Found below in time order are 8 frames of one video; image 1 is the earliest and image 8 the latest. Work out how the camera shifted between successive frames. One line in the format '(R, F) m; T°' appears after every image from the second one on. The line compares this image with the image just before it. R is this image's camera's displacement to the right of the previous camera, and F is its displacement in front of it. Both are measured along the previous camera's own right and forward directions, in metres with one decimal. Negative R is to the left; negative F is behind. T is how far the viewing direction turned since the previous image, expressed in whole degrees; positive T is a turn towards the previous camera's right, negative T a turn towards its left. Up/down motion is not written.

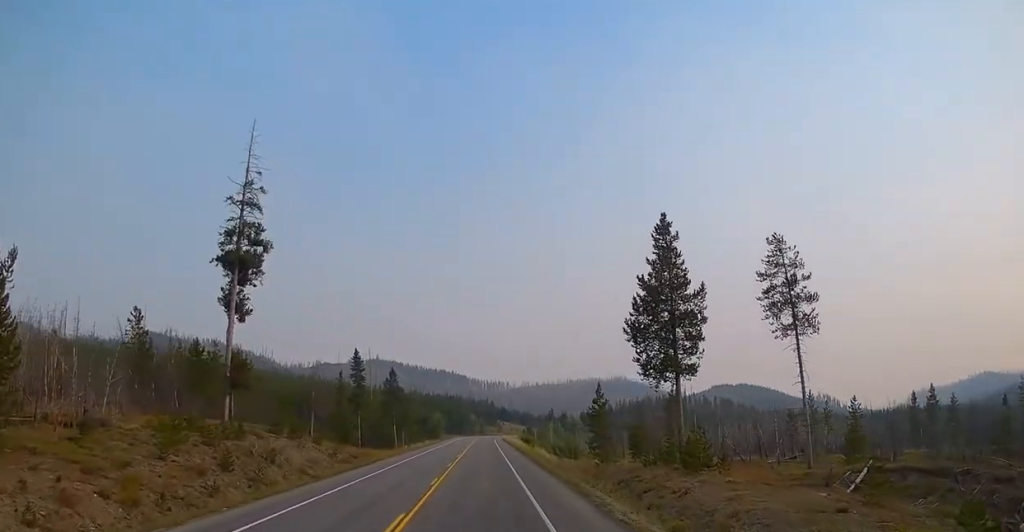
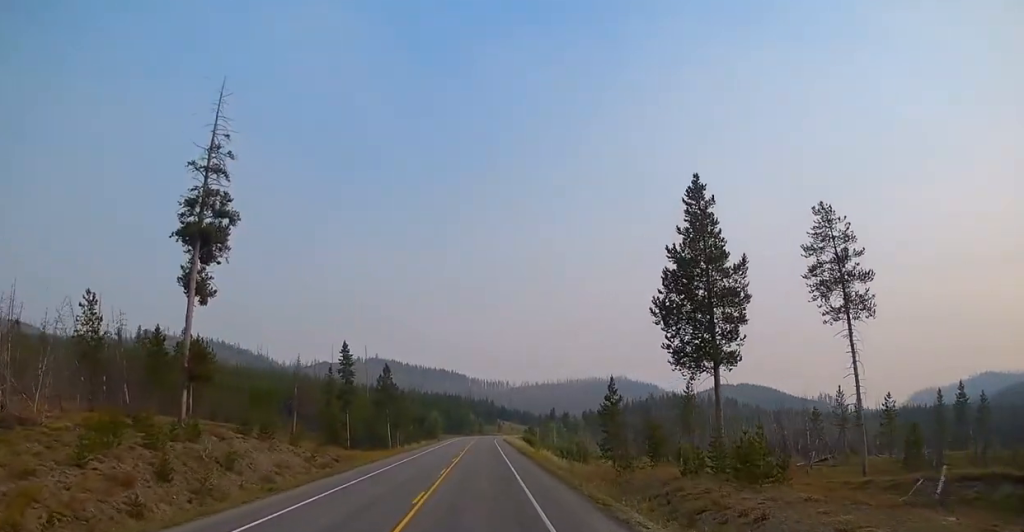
(0.0, +6.4) m; 0°
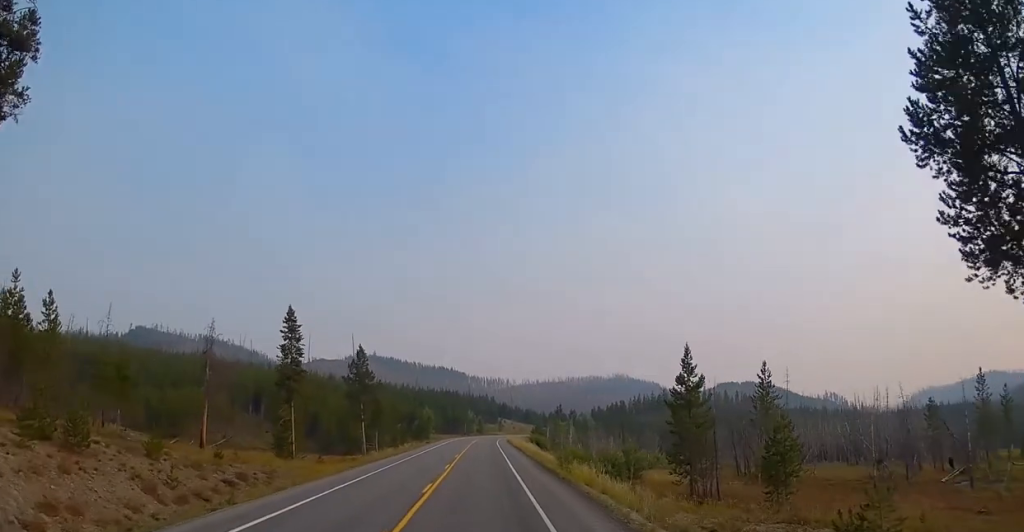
(+0.2, +21.2) m; 0°
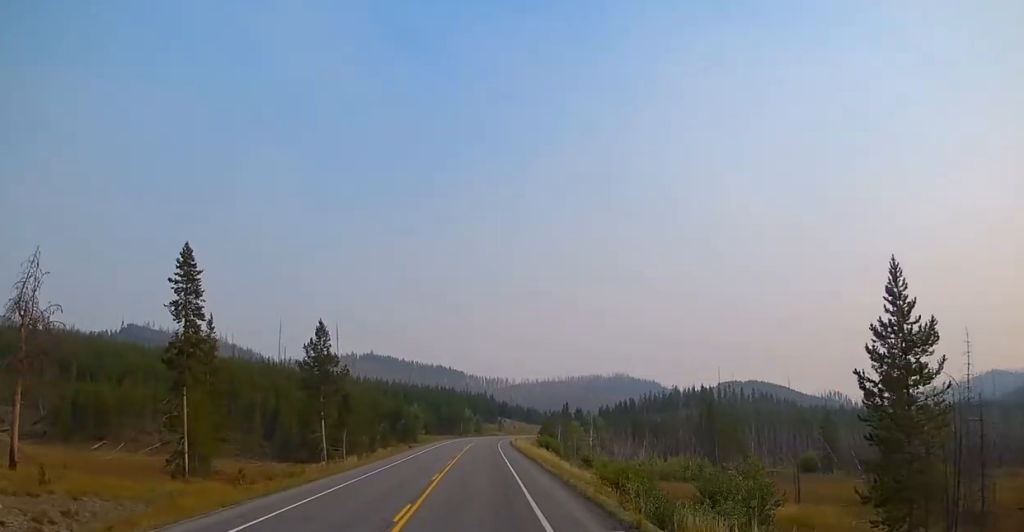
(-0.2, +19.0) m; -1°
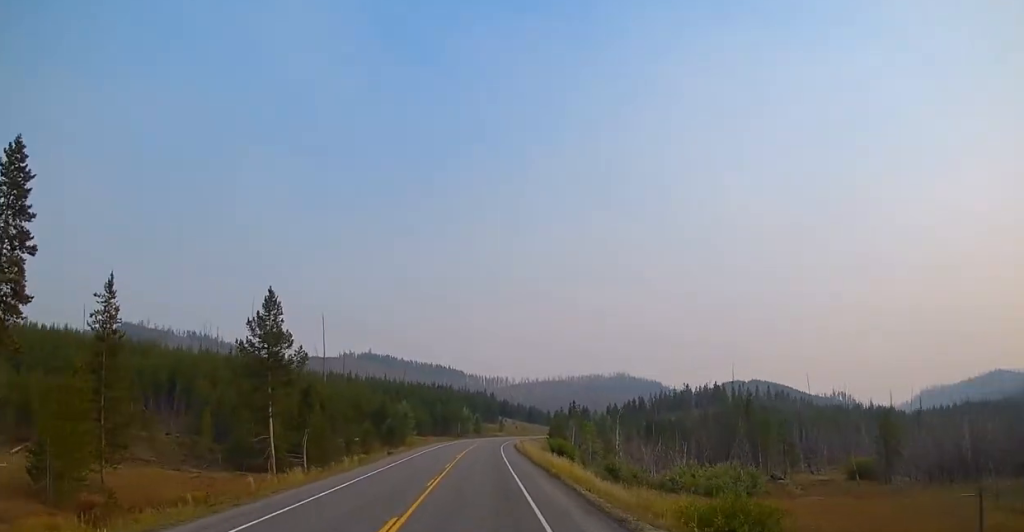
(-0.1, +14.6) m; 0°
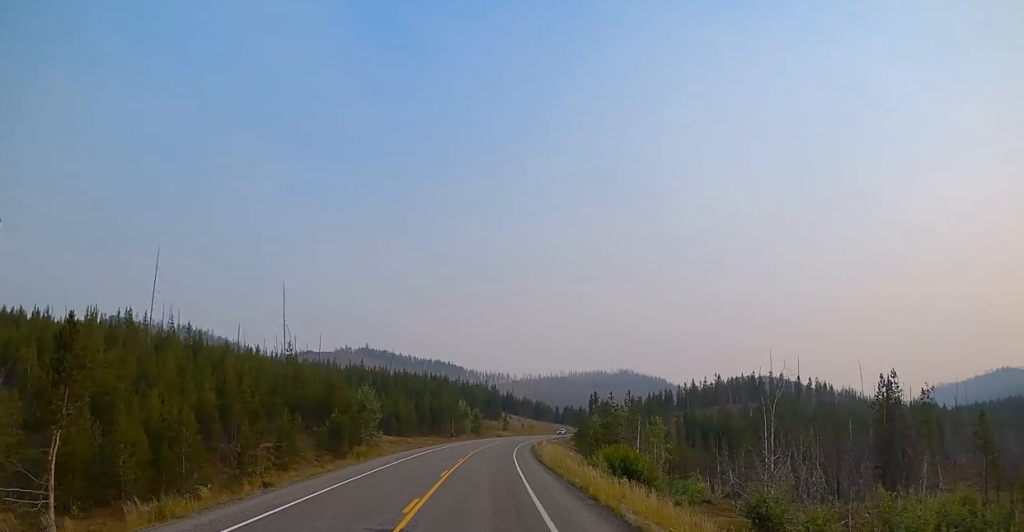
(+0.4, +33.4) m; +2°
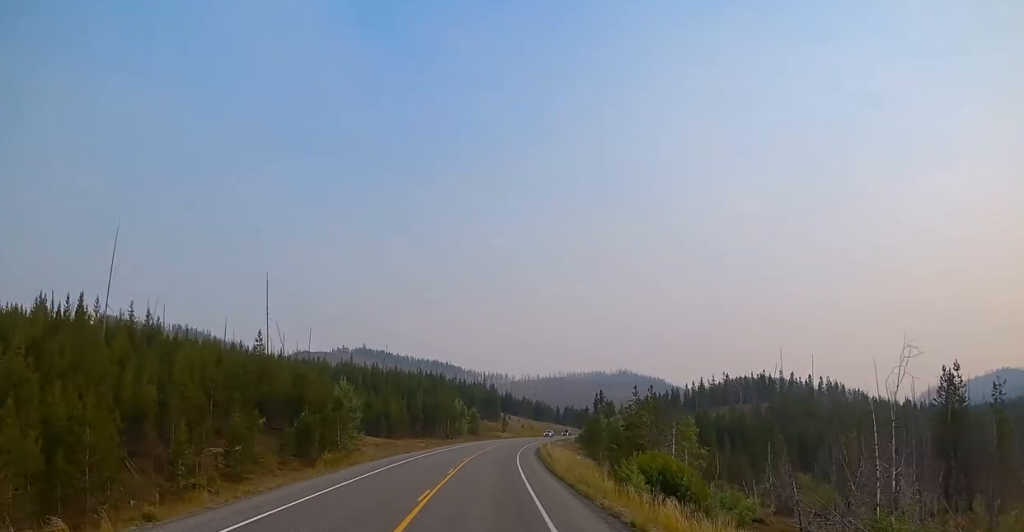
(0.0, +8.8) m; 0°
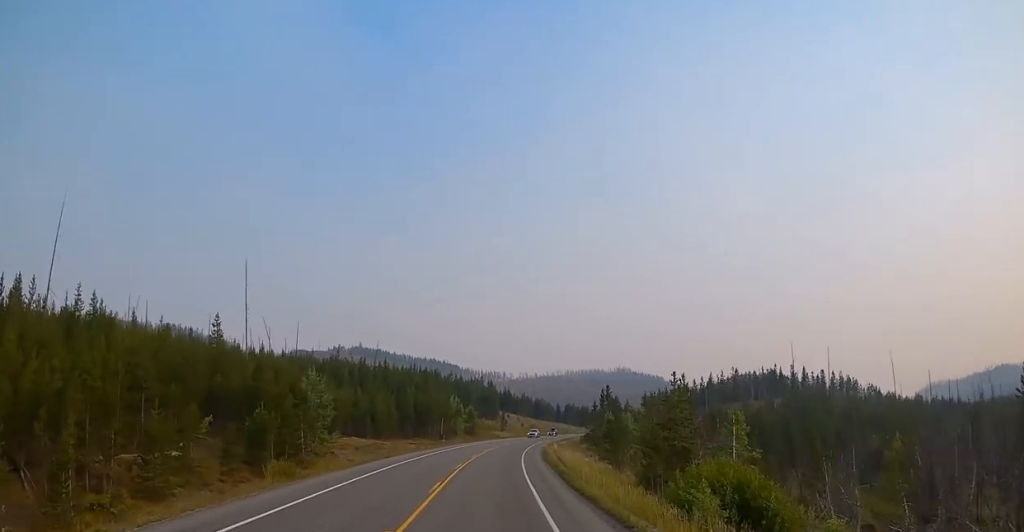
(+0.1, +9.3) m; 0°
